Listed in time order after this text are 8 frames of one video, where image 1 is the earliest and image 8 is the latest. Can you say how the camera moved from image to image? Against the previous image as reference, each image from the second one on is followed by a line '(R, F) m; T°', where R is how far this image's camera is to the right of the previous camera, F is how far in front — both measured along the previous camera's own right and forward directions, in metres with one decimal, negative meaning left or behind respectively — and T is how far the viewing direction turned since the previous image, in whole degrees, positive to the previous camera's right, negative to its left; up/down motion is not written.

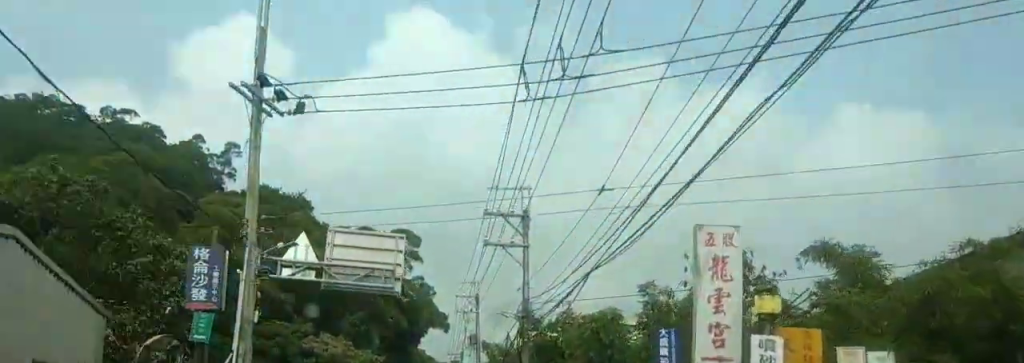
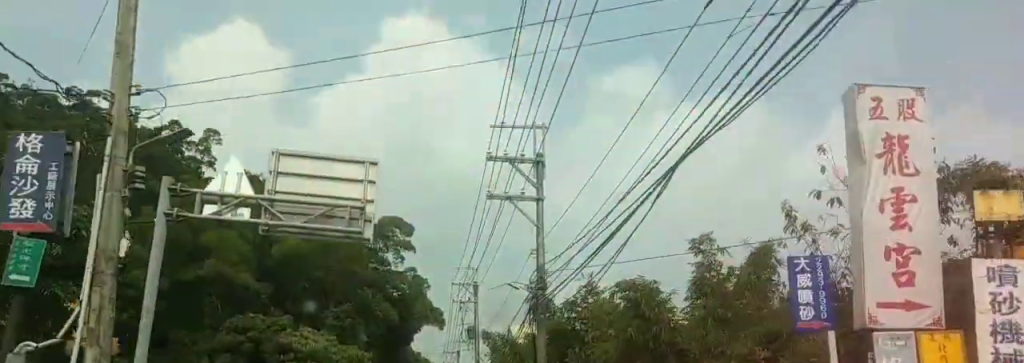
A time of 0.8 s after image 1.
(0.0, +6.9) m; 0°
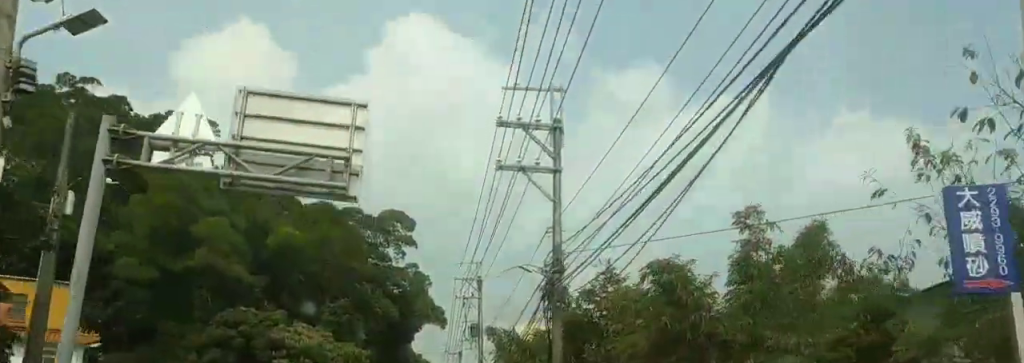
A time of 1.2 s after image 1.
(0.0, +3.3) m; 0°
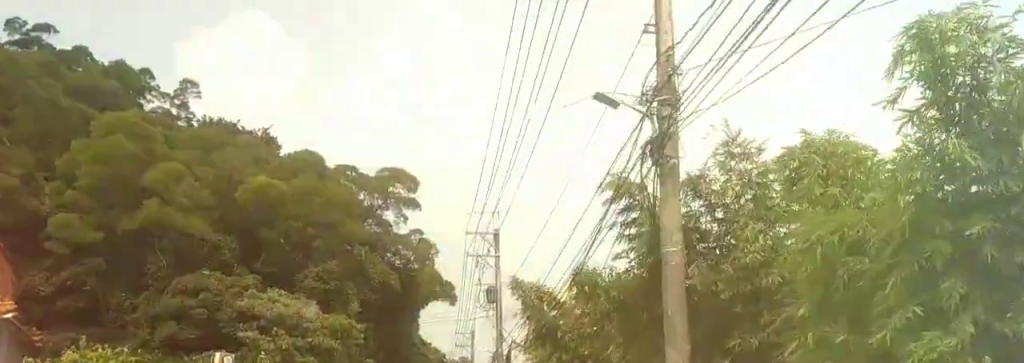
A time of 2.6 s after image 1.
(0.0, +11.3) m; 0°
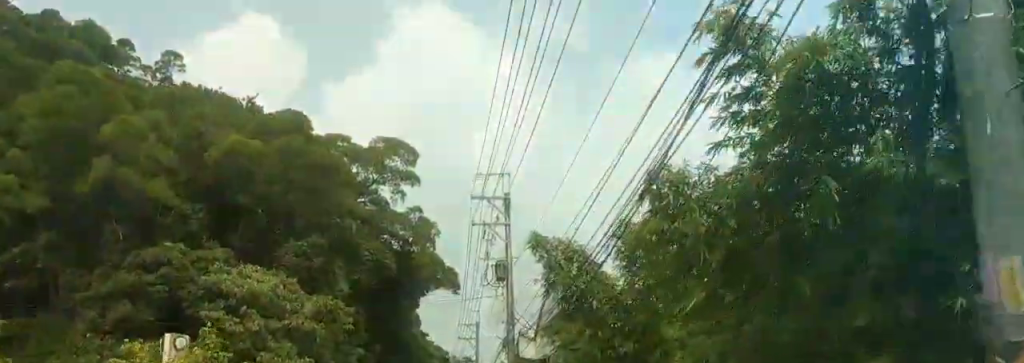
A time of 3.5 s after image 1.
(0.0, +7.1) m; 0°
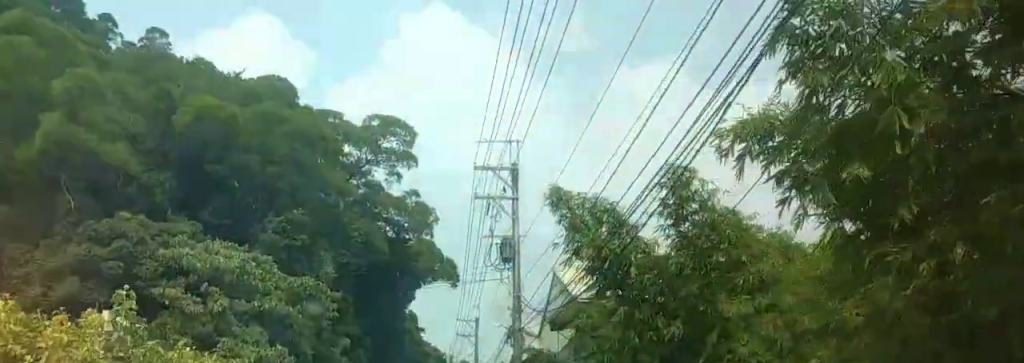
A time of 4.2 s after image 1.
(0.0, +5.2) m; -1°
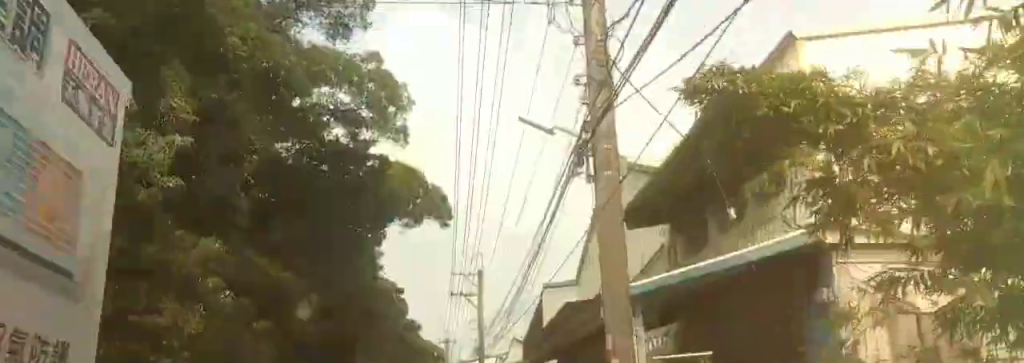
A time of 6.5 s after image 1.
(-0.4, +19.5) m; +1°
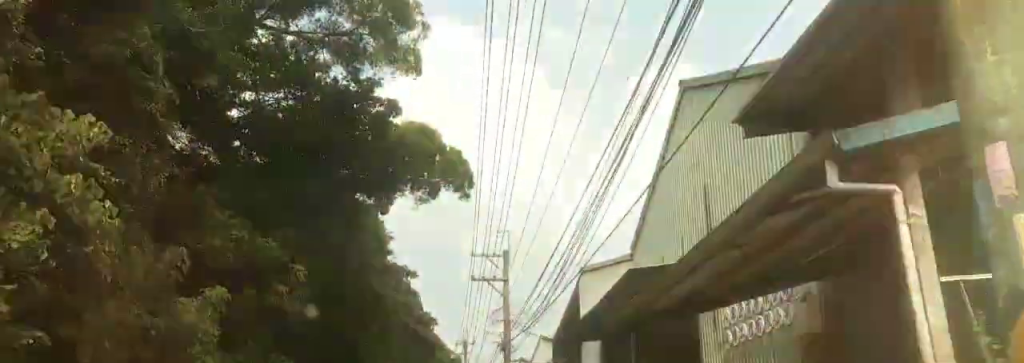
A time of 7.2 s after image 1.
(+0.2, +6.6) m; +1°
